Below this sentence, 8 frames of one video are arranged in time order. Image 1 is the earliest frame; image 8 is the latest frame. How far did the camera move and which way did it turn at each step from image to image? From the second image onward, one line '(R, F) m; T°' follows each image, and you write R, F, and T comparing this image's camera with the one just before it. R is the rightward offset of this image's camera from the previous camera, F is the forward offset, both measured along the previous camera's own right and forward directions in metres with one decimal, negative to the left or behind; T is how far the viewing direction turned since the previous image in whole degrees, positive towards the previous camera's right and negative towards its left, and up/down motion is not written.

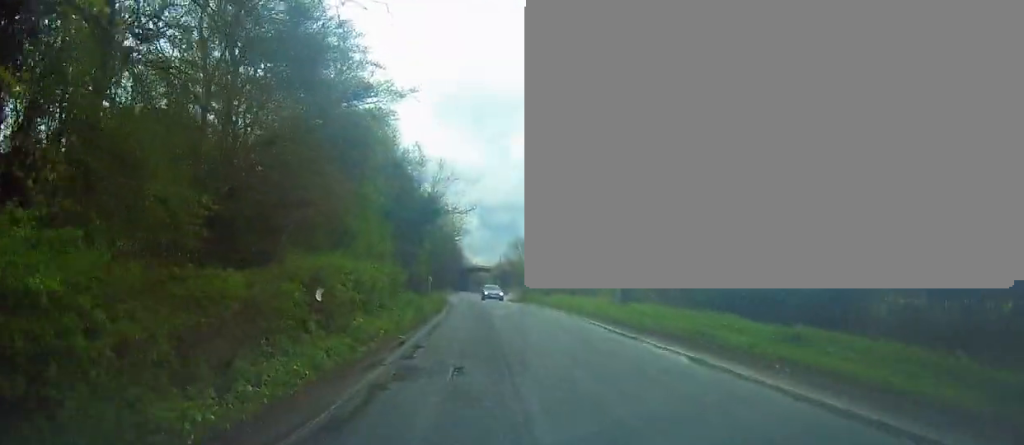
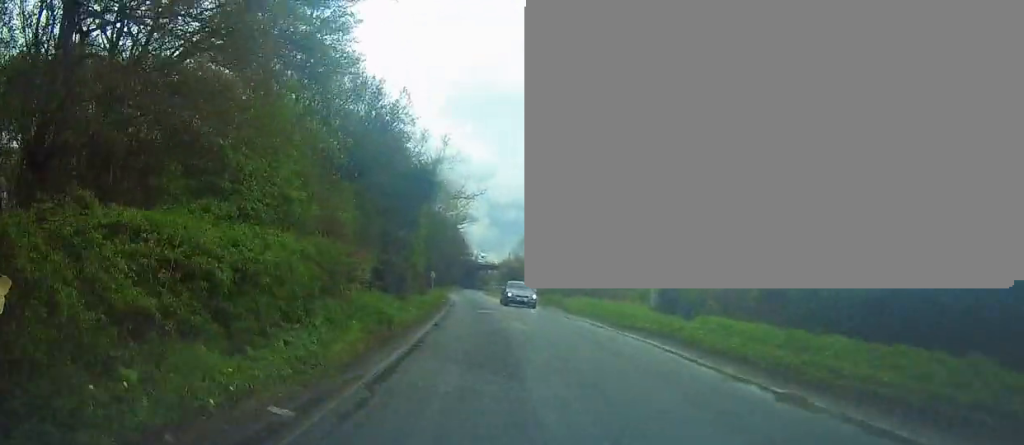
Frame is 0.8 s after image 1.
(0.0, +8.9) m; -1°
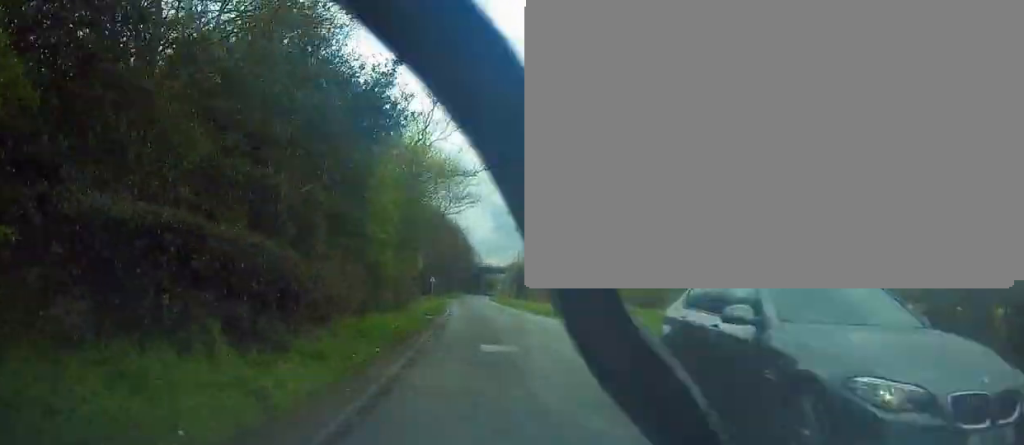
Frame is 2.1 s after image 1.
(-0.2, +13.8) m; 0°
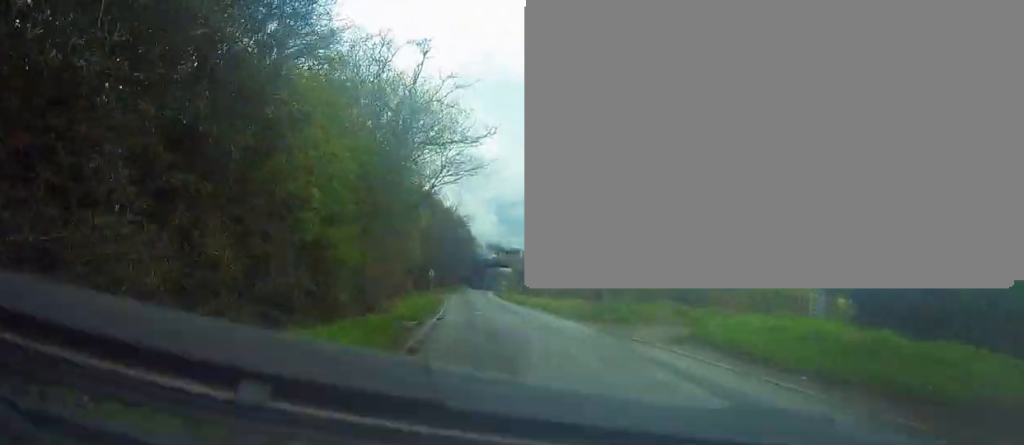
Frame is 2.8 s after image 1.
(+0.2, +8.1) m; 0°
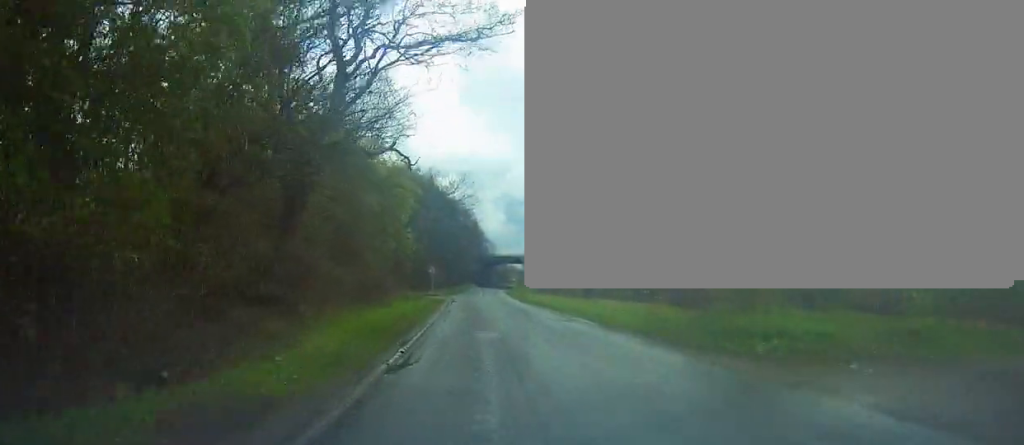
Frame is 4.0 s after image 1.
(-0.4, +13.7) m; -2°
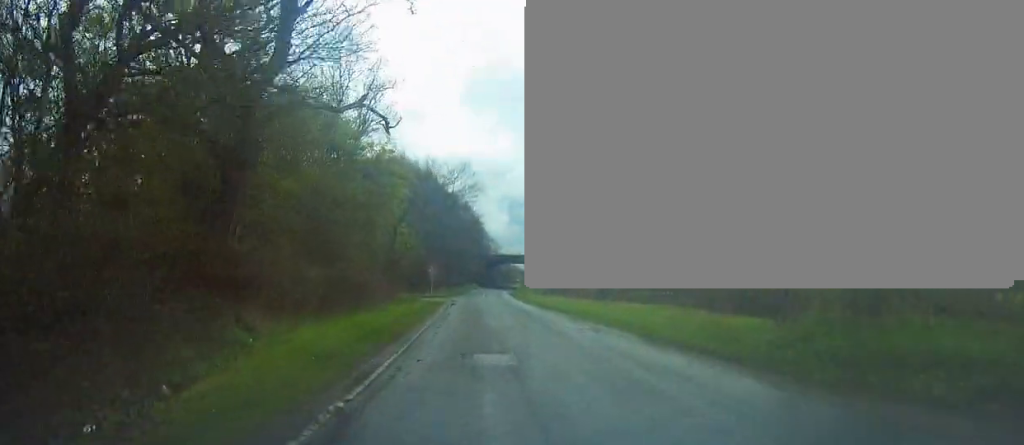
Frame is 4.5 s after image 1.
(0.0, +5.2) m; 0°
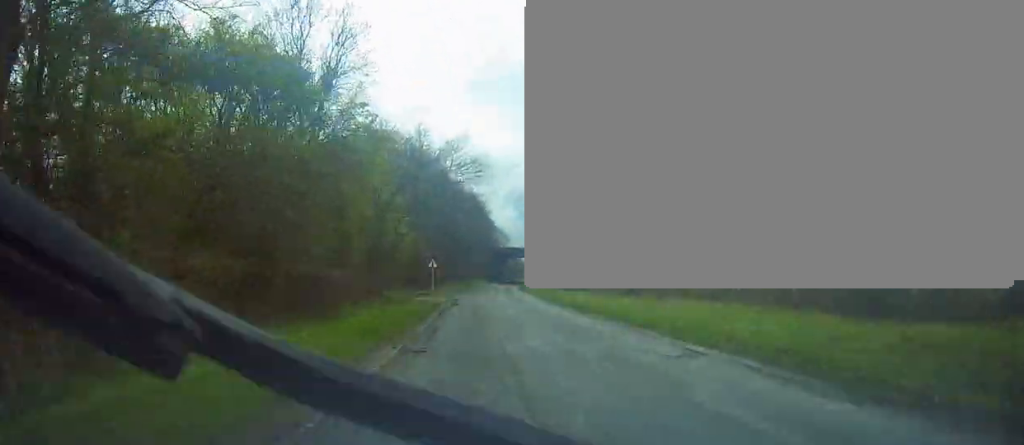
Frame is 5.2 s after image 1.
(0.0, +8.6) m; 0°
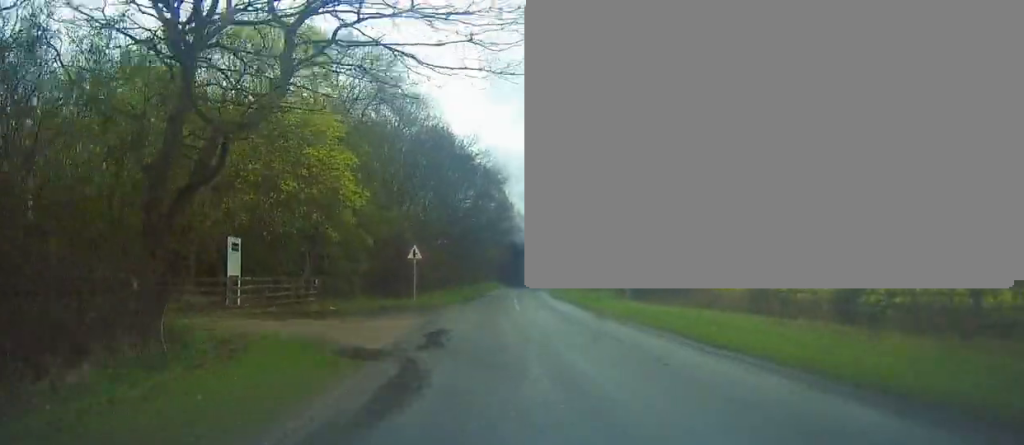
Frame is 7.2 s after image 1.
(0.0, +26.4) m; -1°
